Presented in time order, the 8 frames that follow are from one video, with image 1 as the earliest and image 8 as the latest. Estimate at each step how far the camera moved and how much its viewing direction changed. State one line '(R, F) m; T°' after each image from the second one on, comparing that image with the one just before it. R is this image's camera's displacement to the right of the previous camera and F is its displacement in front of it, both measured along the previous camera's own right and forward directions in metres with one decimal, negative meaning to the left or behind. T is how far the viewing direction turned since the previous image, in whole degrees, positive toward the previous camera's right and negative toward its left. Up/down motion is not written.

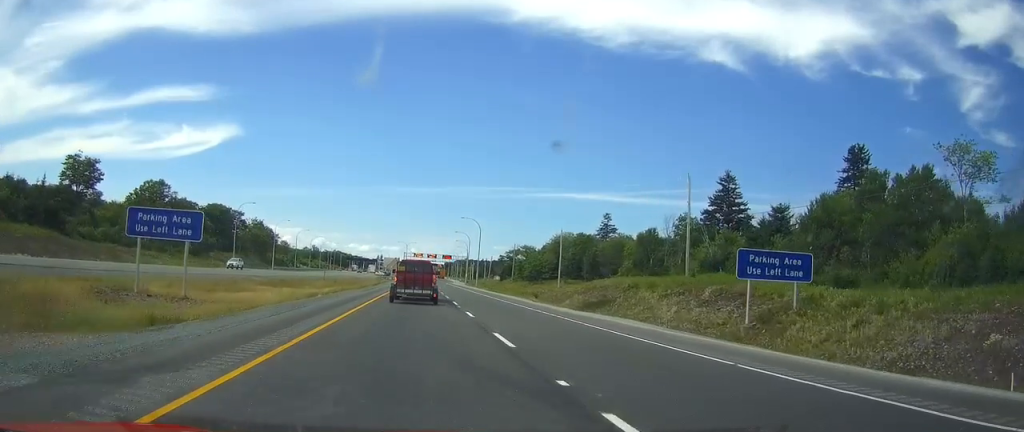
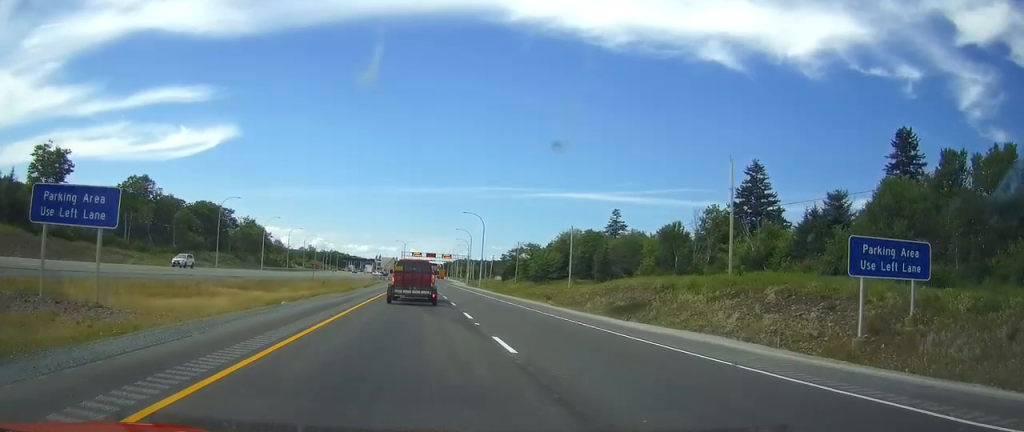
(-0.1, +10.1) m; 0°
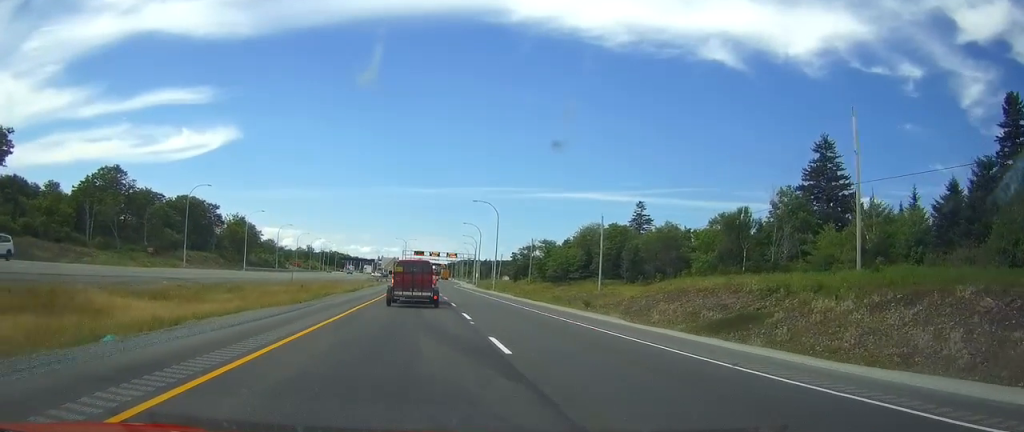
(+0.1, +18.1) m; 0°
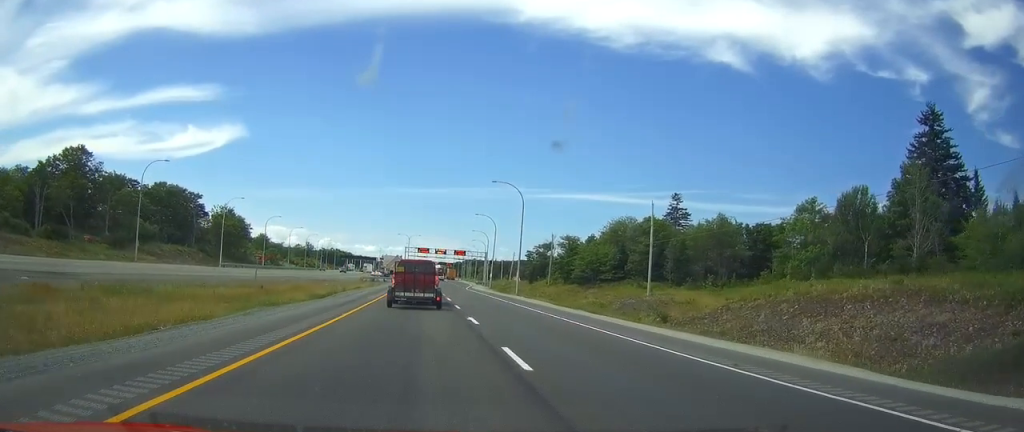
(-0.2, +20.0) m; 0°
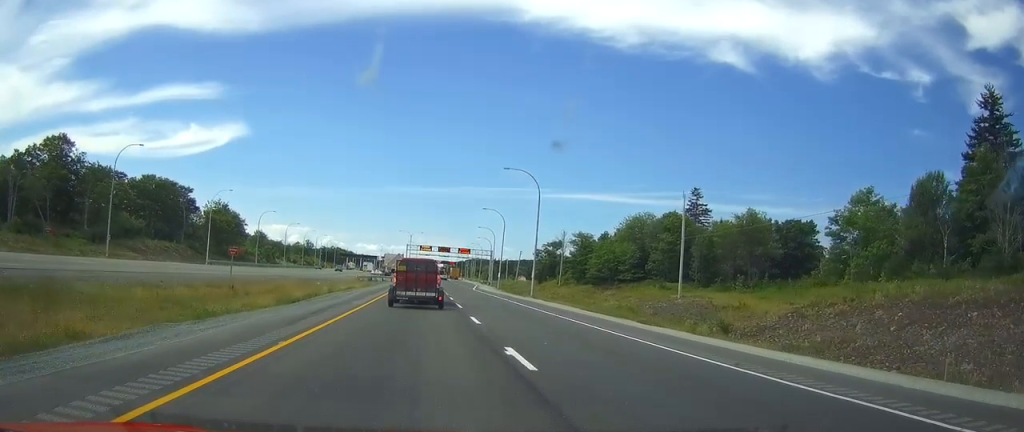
(+0.1, +9.0) m; 0°
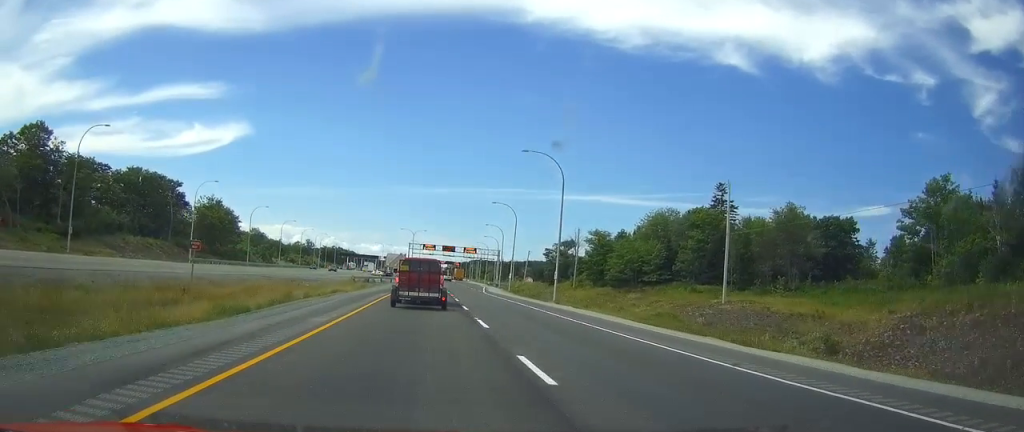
(+0.1, +10.1) m; 0°
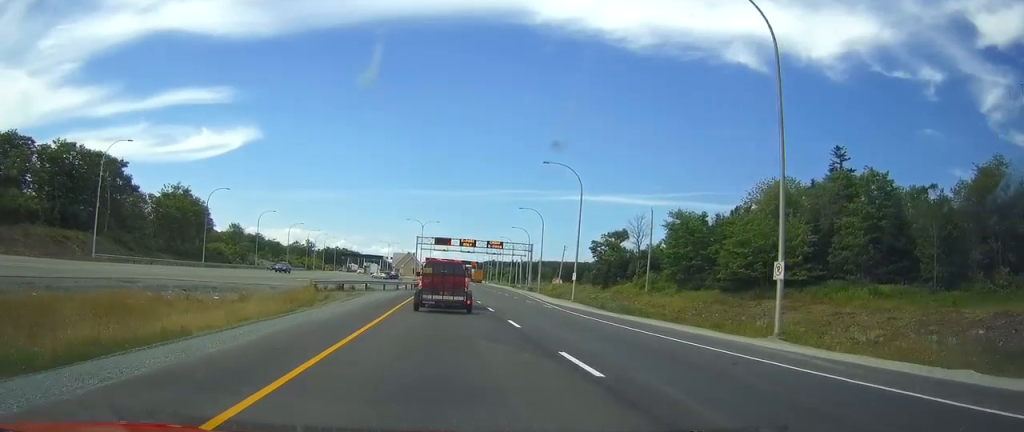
(-0.5, +35.4) m; -1°
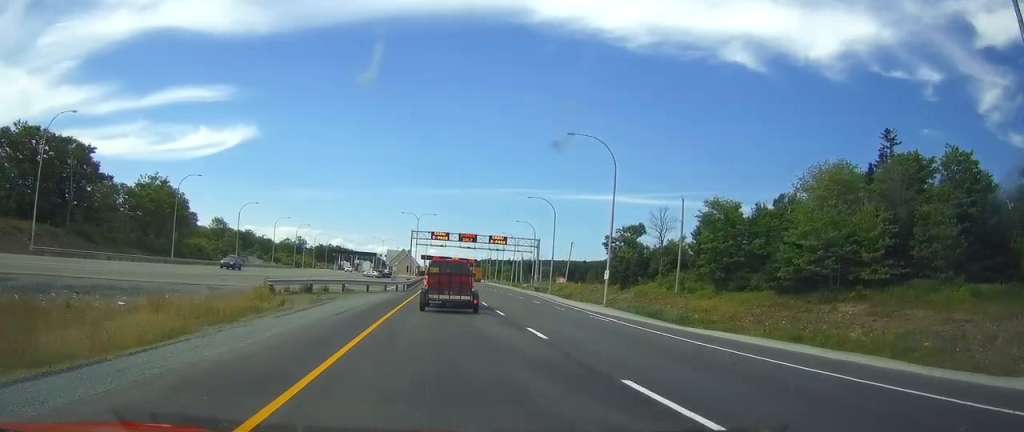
(-0.1, +12.4) m; 0°
